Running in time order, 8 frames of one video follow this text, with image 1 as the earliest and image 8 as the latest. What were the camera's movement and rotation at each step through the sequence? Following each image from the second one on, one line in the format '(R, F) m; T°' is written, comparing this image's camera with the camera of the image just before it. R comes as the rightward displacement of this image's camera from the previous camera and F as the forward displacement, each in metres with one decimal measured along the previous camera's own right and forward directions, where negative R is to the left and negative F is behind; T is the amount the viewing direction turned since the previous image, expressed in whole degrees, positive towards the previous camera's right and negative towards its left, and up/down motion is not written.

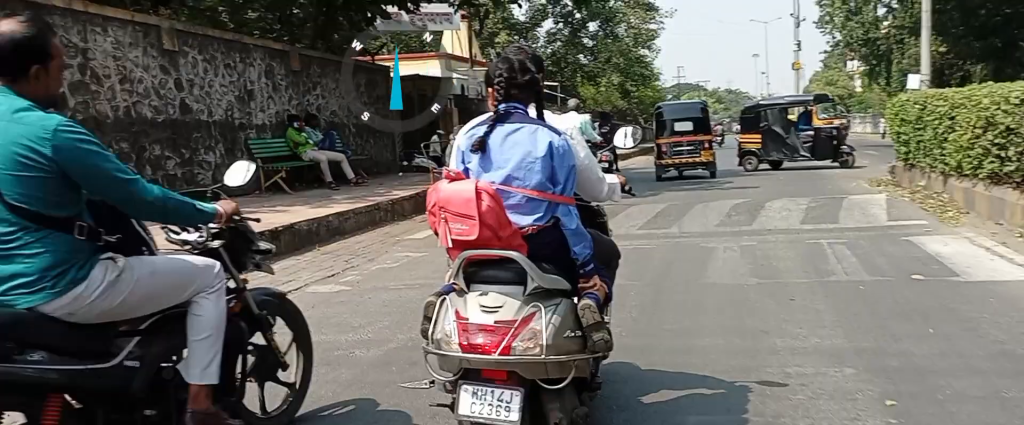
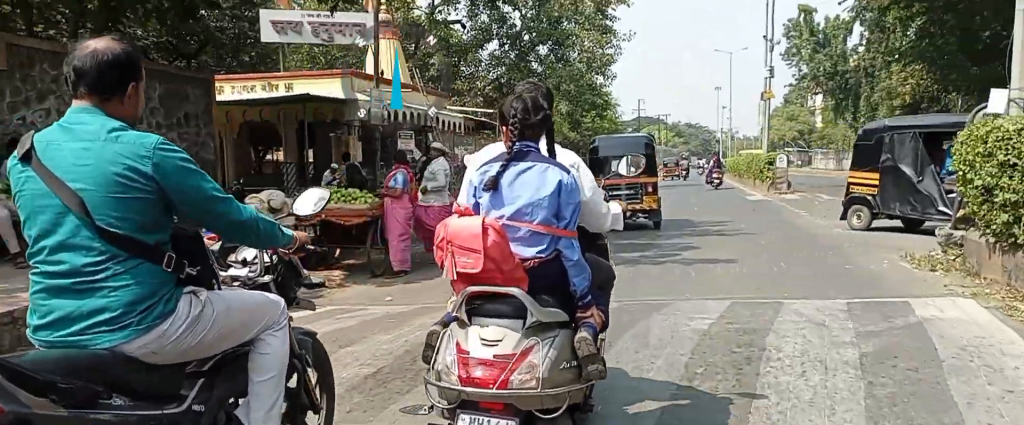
(+0.1, +8.5) m; +1°
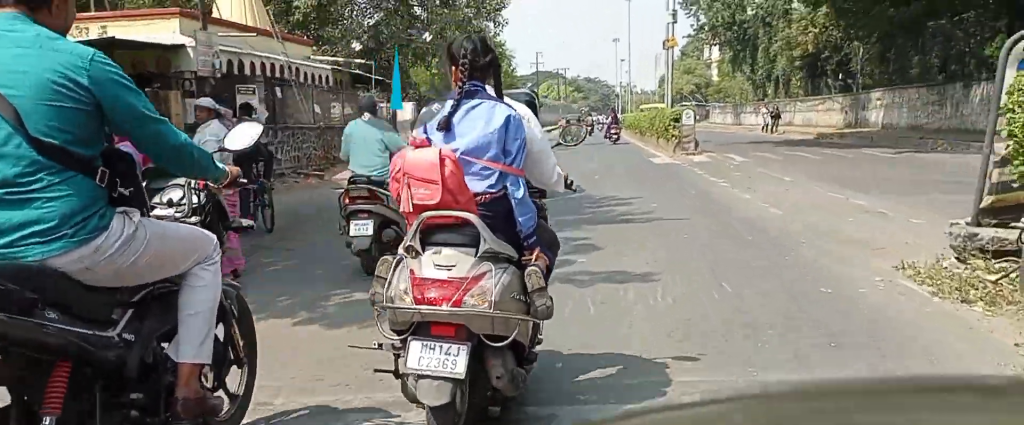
(+0.1, +5.2) m; +1°
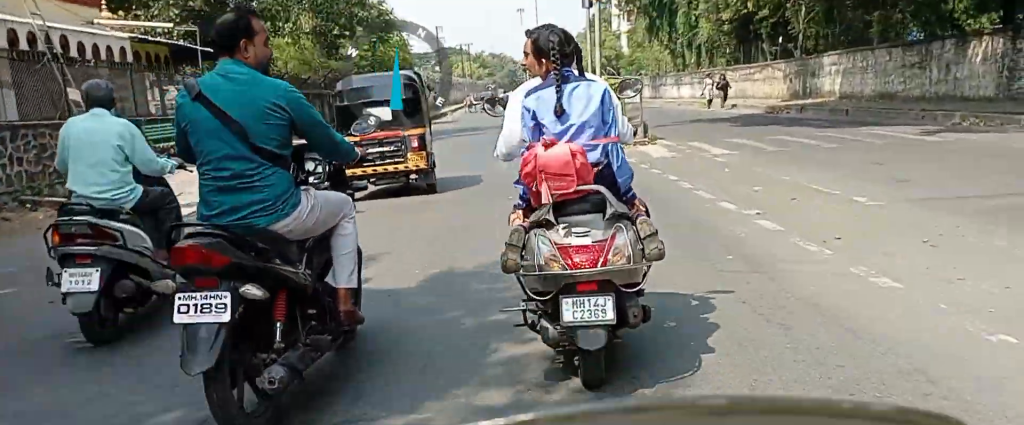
(+0.1, +9.2) m; +3°
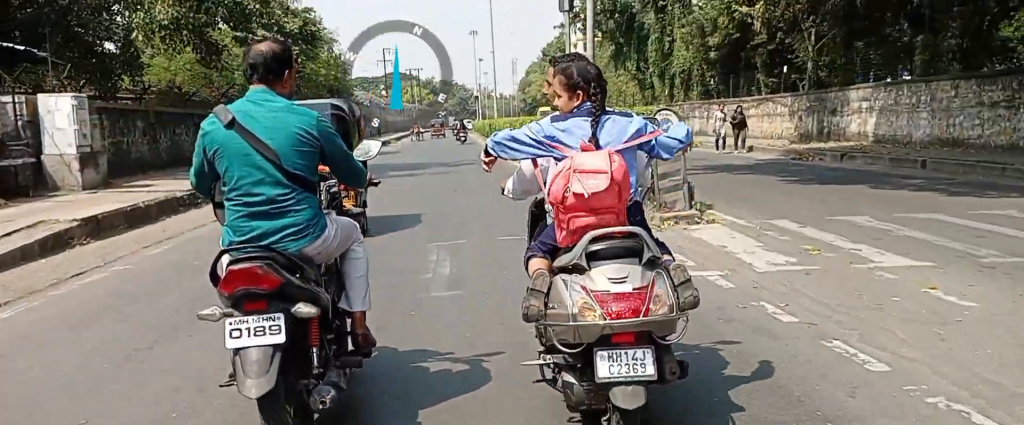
(+0.3, +3.4) m; +9°
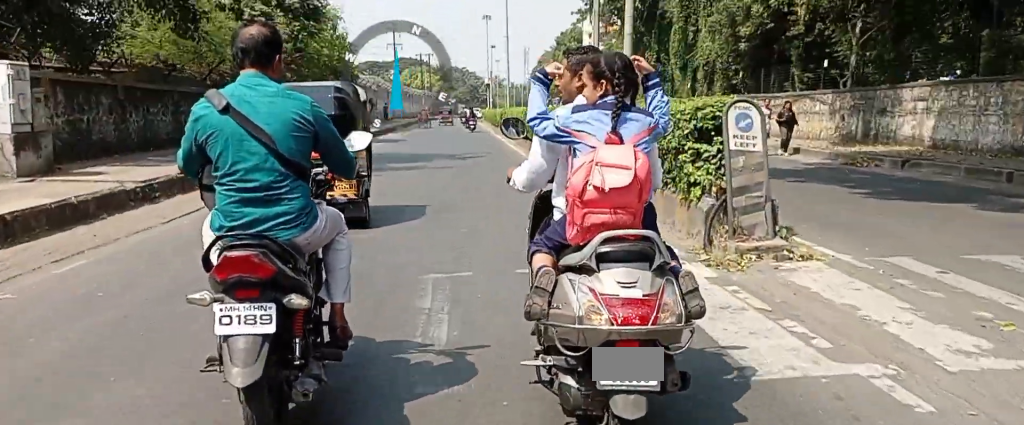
(0.0, +0.8) m; +2°
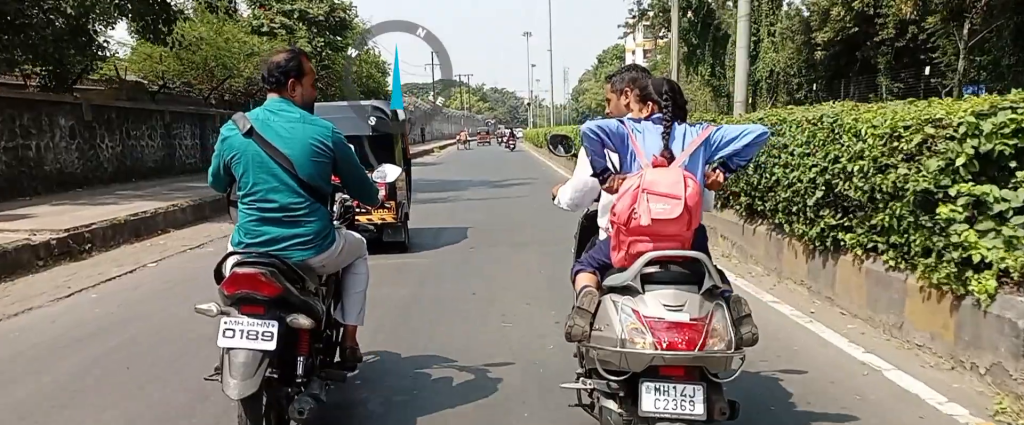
(0.0, +1.8) m; +1°
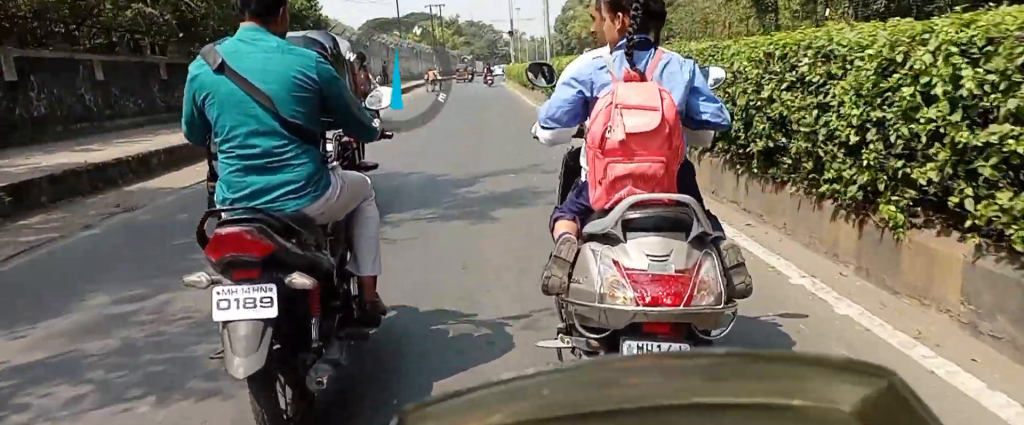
(-0.3, +8.6) m; -5°
